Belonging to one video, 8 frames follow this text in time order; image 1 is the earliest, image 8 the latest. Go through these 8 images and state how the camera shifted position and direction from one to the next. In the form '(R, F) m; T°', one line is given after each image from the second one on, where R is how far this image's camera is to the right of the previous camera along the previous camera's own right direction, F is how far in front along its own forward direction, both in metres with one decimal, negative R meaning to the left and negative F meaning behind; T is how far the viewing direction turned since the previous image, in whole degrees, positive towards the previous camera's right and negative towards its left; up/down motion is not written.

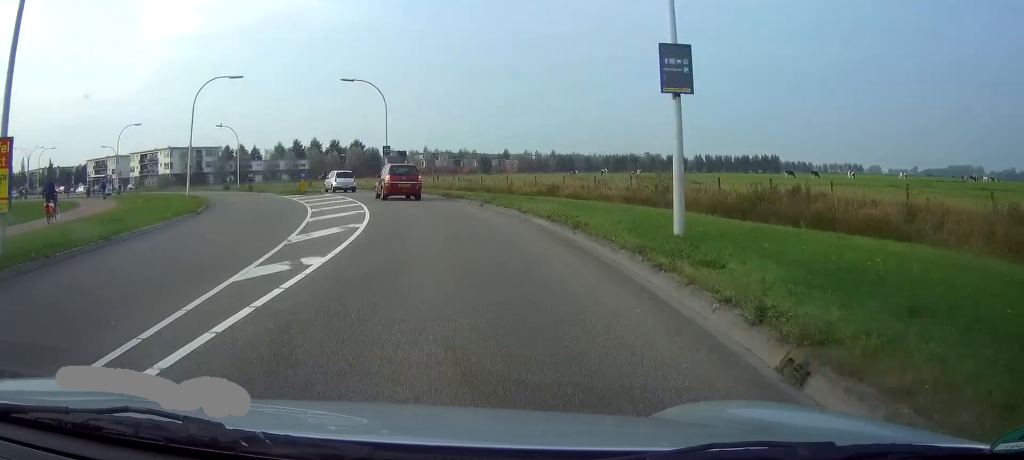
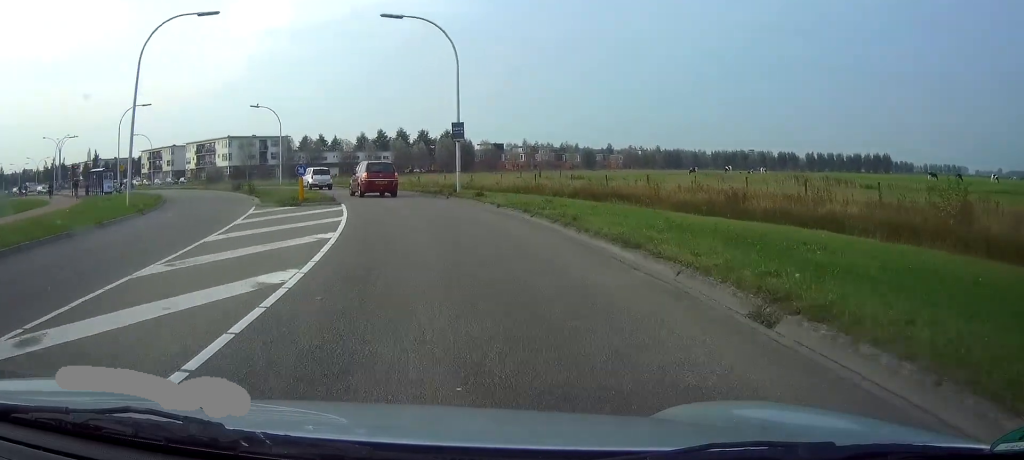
(-1.4, +19.1) m; -8°
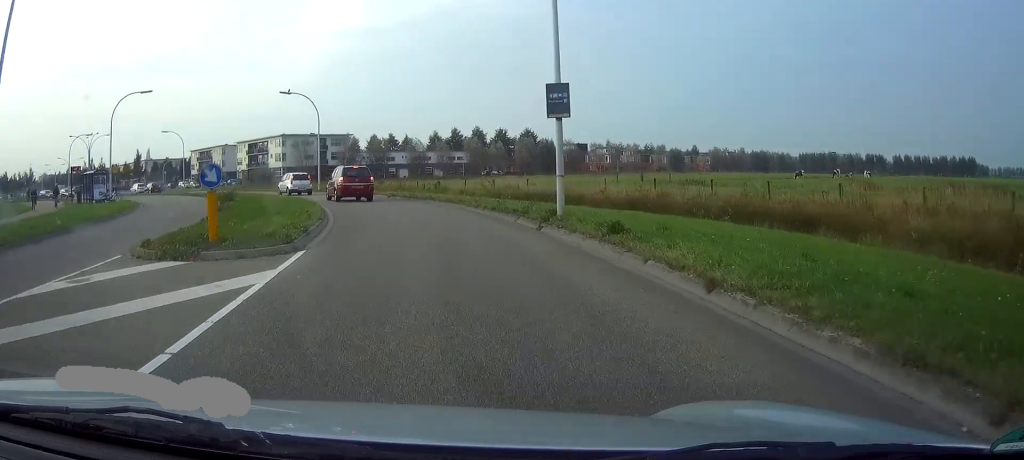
(-0.8, +13.6) m; -7°
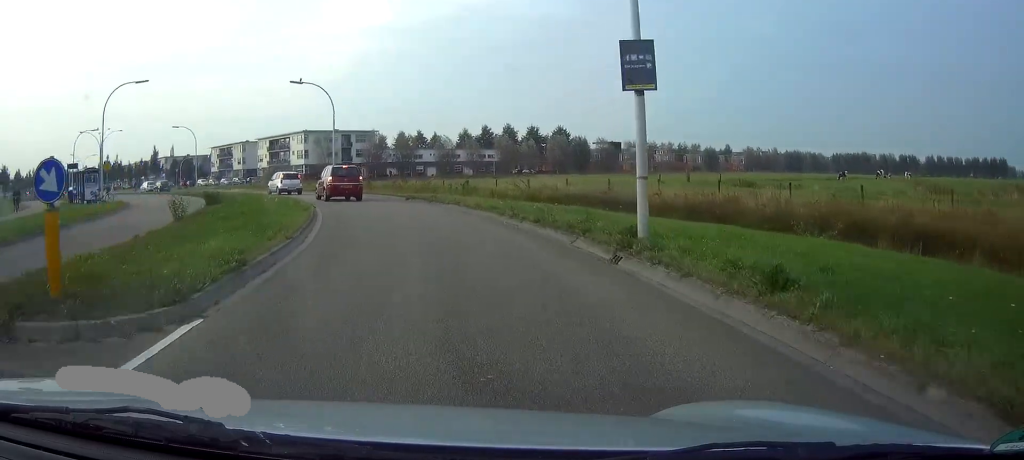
(0.0, +5.2) m; -3°
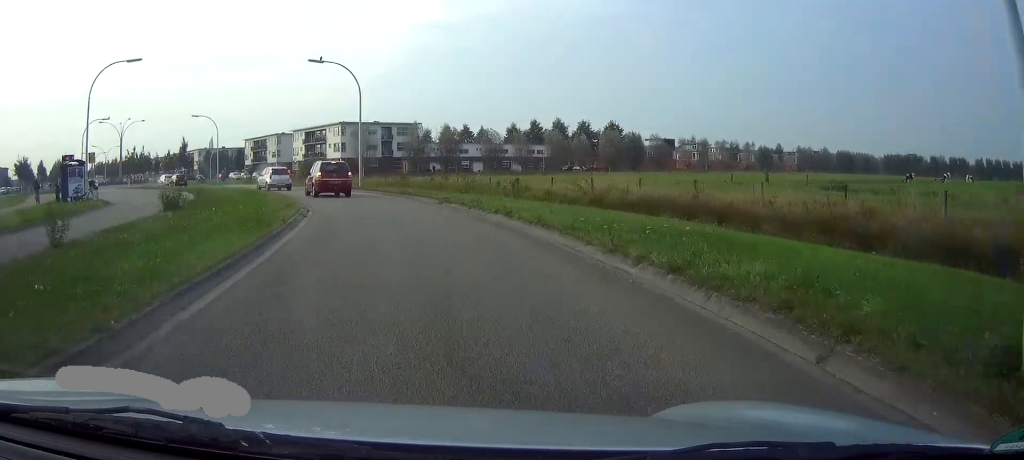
(-0.3, +7.2) m; -4°
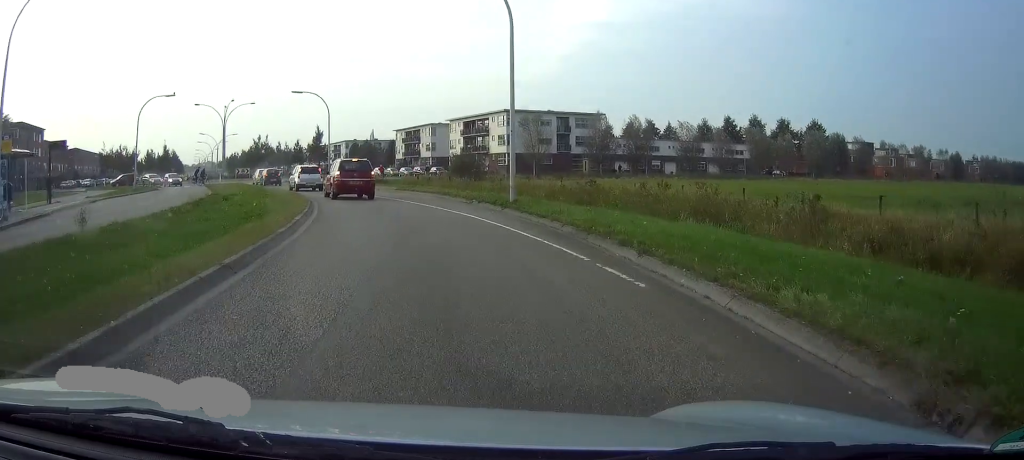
(-2.0, +20.5) m; -14°
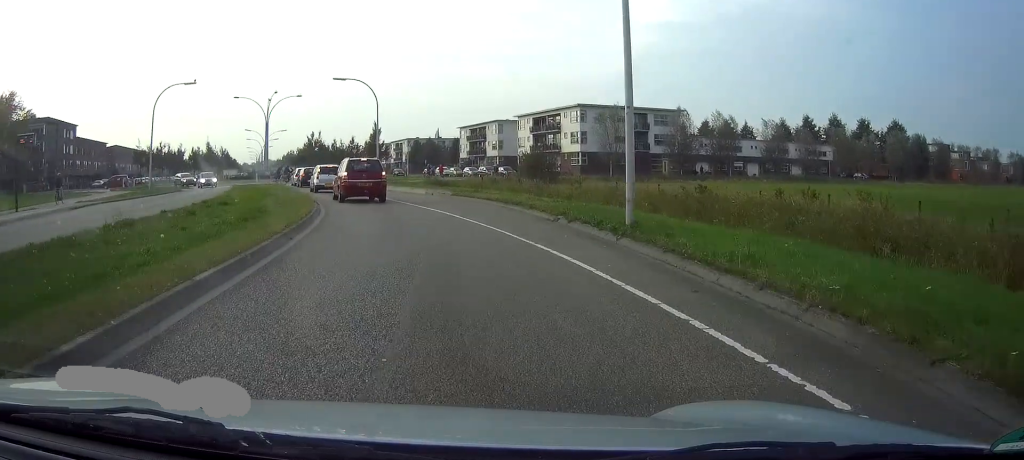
(-0.8, +8.3) m; -7°
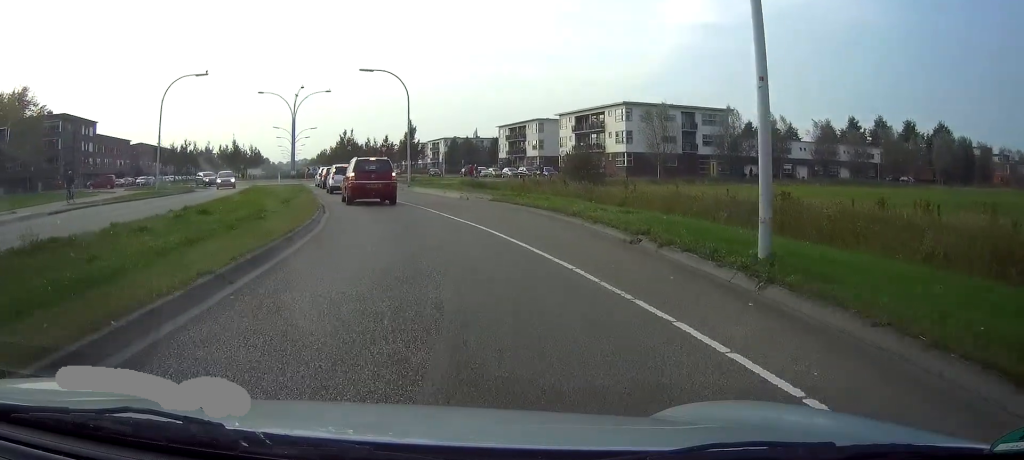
(-0.1, +4.5) m; -1°
